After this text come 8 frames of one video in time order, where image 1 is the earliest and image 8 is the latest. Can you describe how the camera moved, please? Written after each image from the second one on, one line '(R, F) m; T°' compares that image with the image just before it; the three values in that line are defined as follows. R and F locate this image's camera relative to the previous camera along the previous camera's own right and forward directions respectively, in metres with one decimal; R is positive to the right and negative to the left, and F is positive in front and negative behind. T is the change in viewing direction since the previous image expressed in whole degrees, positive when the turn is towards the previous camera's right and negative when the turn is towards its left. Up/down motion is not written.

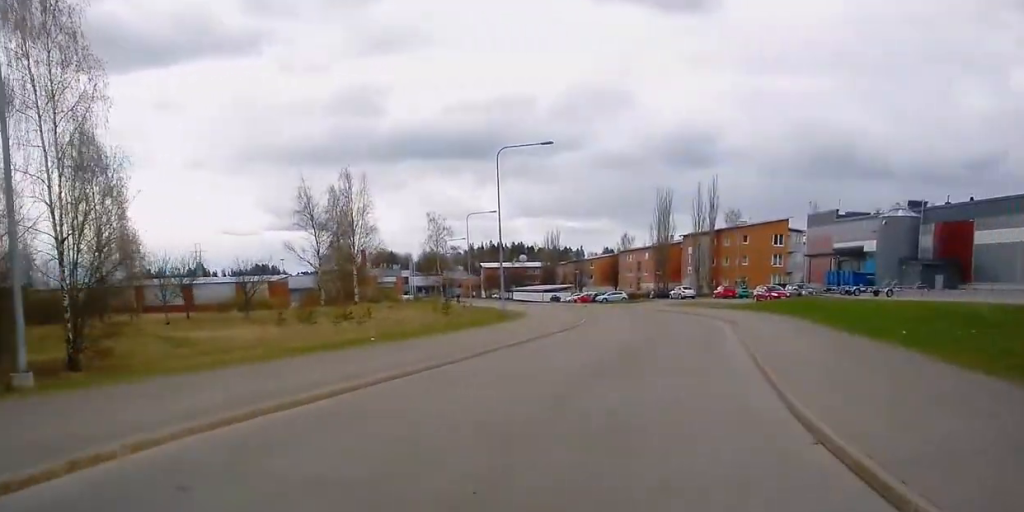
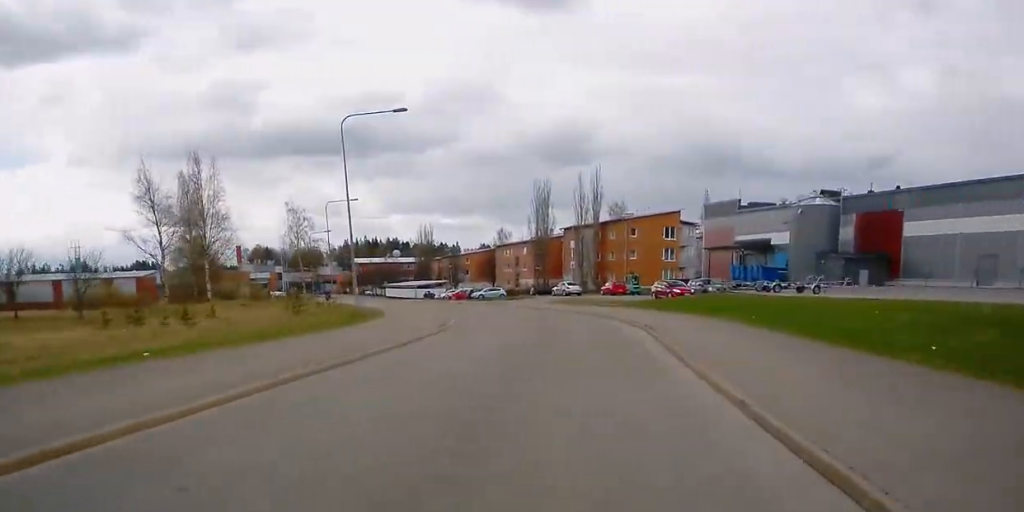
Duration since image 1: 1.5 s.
(+0.6, +9.7) m; +3°
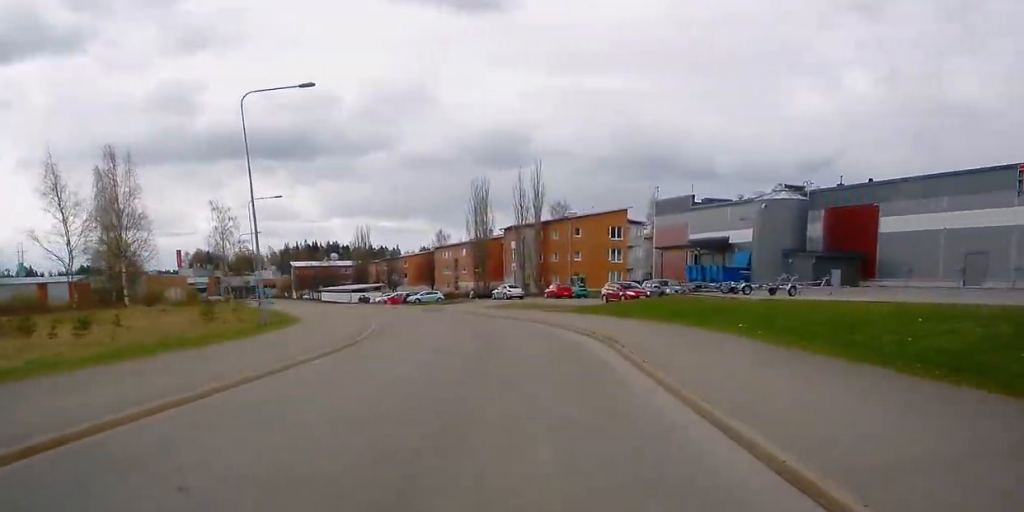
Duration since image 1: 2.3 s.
(+0.3, +6.3) m; 0°
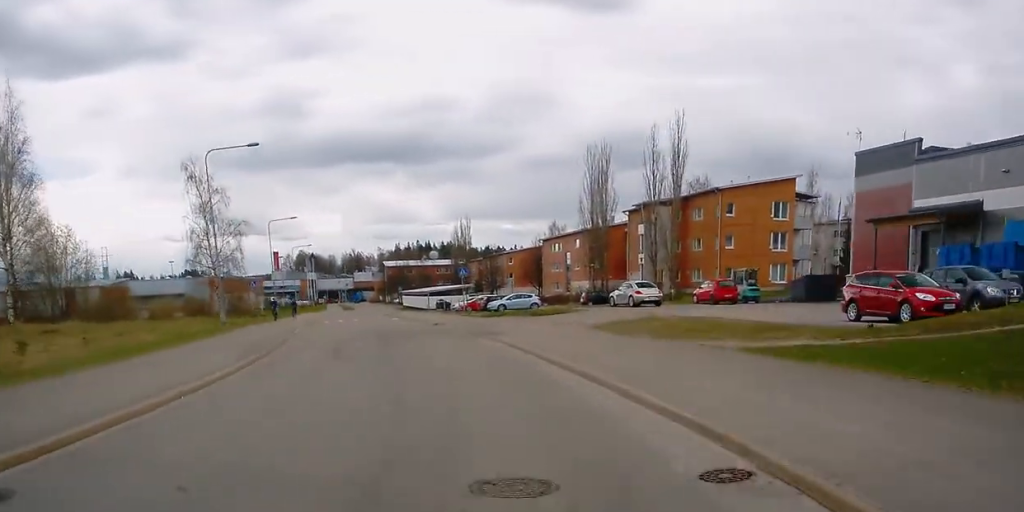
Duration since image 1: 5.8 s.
(-3.6, +32.1) m; -12°
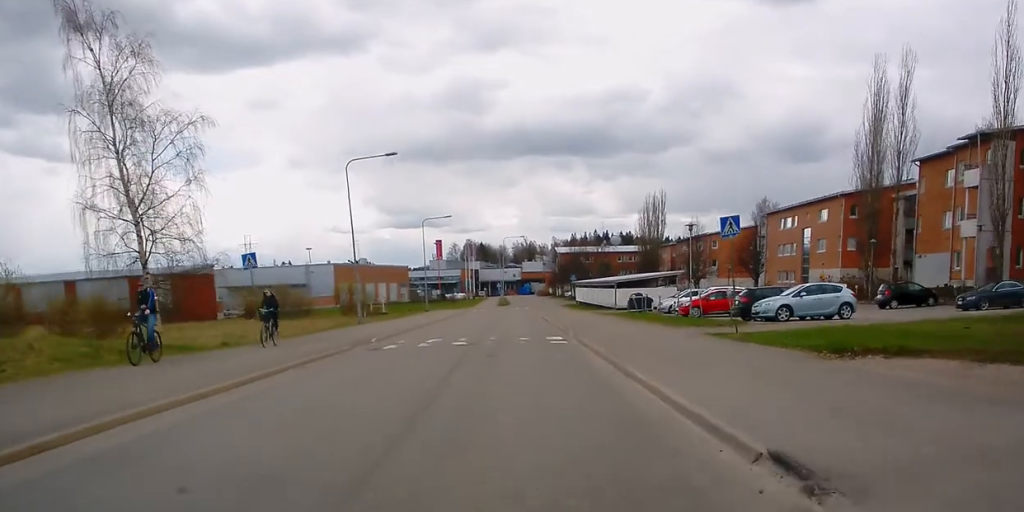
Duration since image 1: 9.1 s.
(-2.5, +36.0) m; -6°
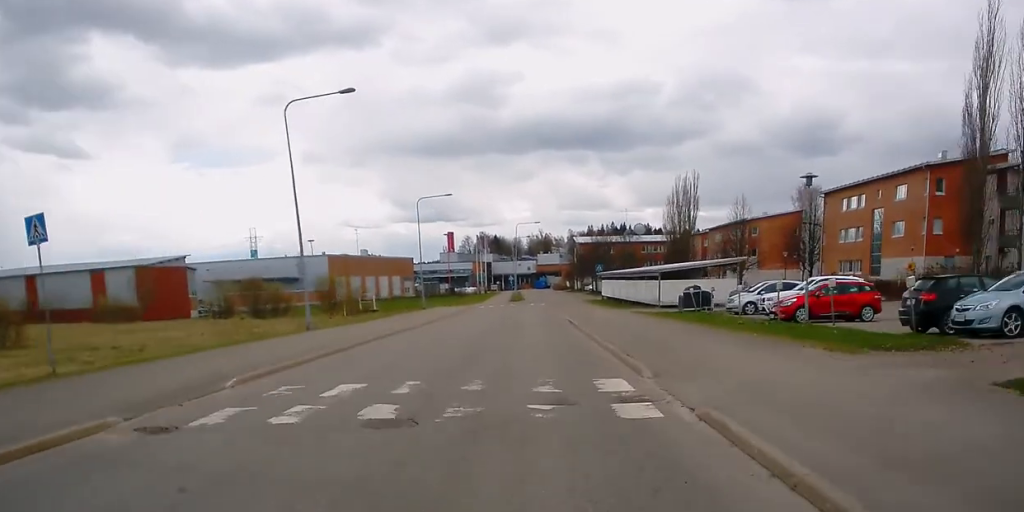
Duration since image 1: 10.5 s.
(-0.1, +15.7) m; -1°
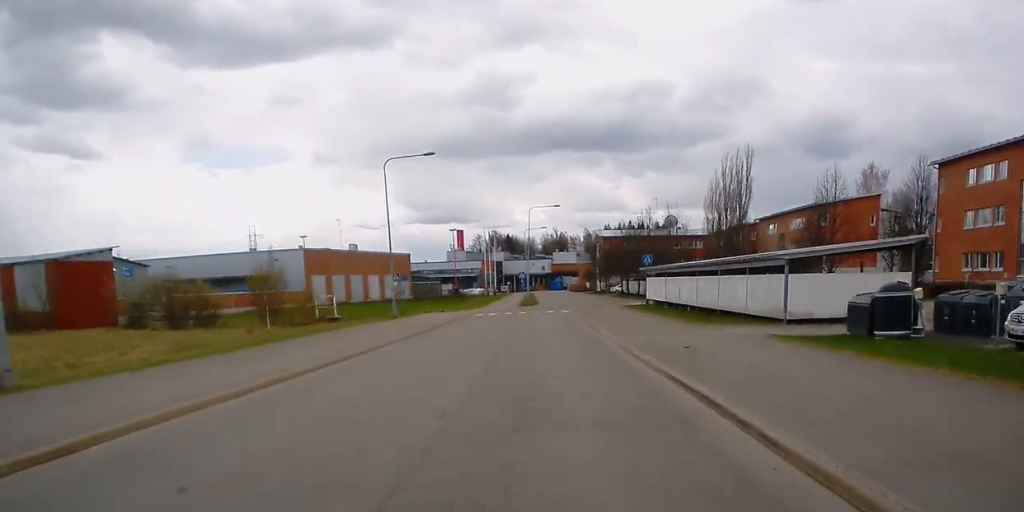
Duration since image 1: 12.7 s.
(-0.3, +24.1) m; -1°
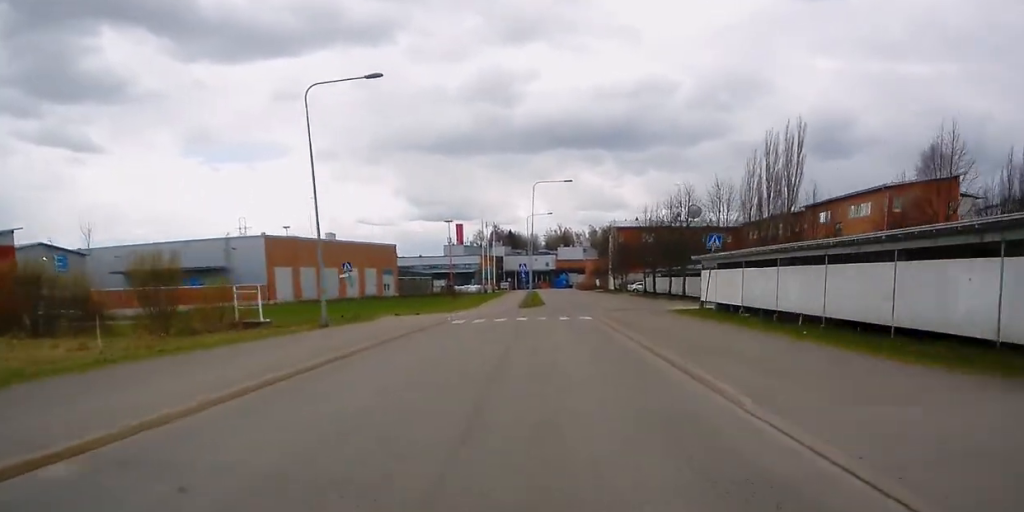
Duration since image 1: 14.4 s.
(-0.3, +17.1) m; 0°
